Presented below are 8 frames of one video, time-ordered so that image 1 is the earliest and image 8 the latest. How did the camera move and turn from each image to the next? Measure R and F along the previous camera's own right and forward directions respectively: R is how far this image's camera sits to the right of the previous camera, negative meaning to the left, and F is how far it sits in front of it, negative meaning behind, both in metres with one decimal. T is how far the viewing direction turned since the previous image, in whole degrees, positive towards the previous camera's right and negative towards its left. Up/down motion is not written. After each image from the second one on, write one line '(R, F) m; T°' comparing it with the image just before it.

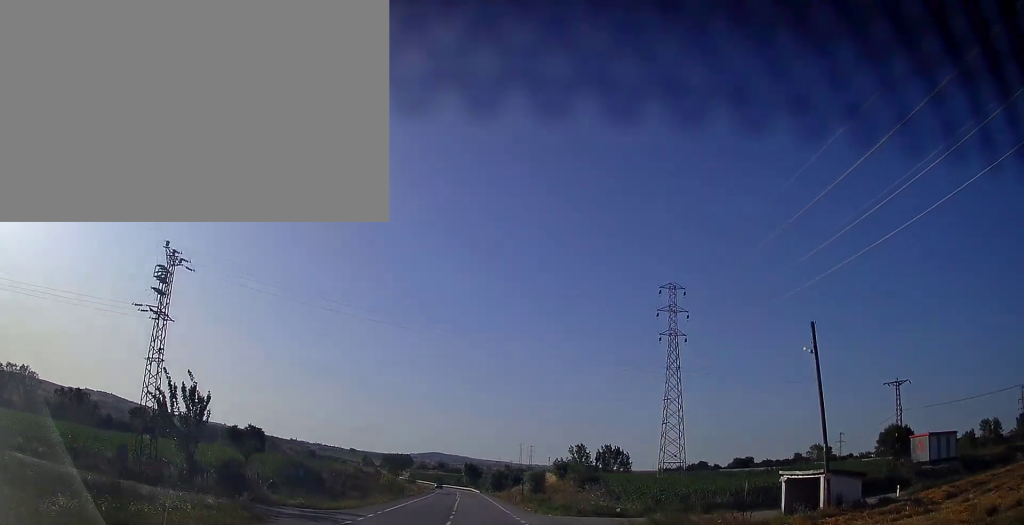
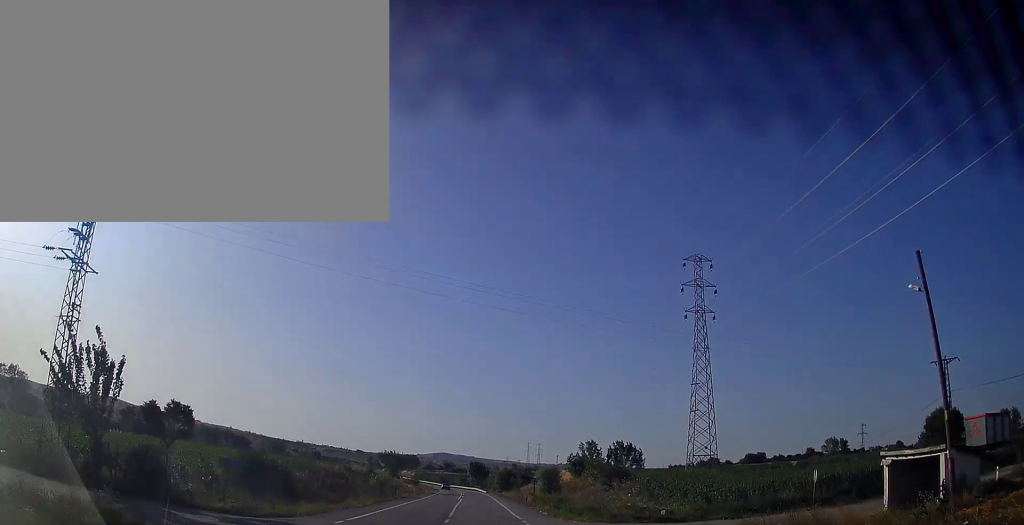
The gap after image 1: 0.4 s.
(0.0, +9.3) m; -1°
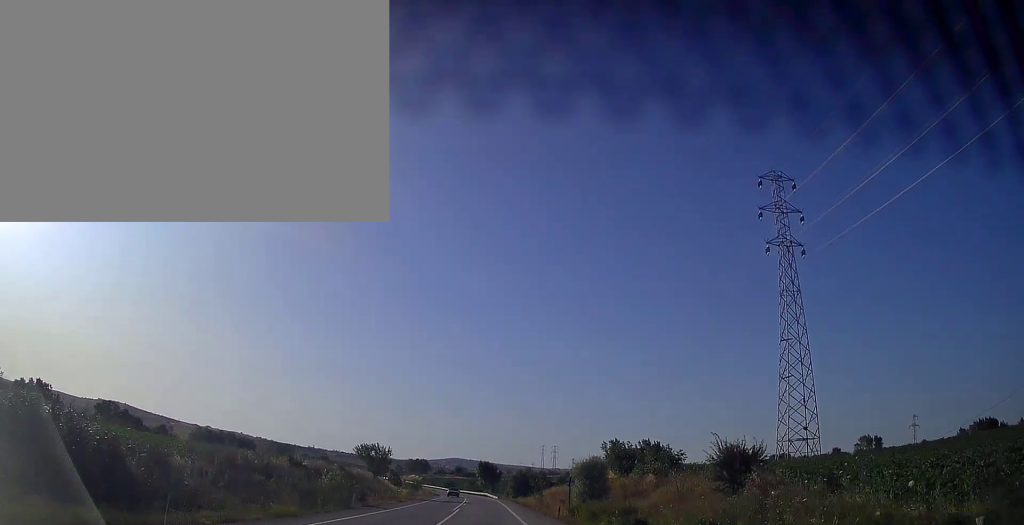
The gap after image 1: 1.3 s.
(-0.4, +19.2) m; -2°
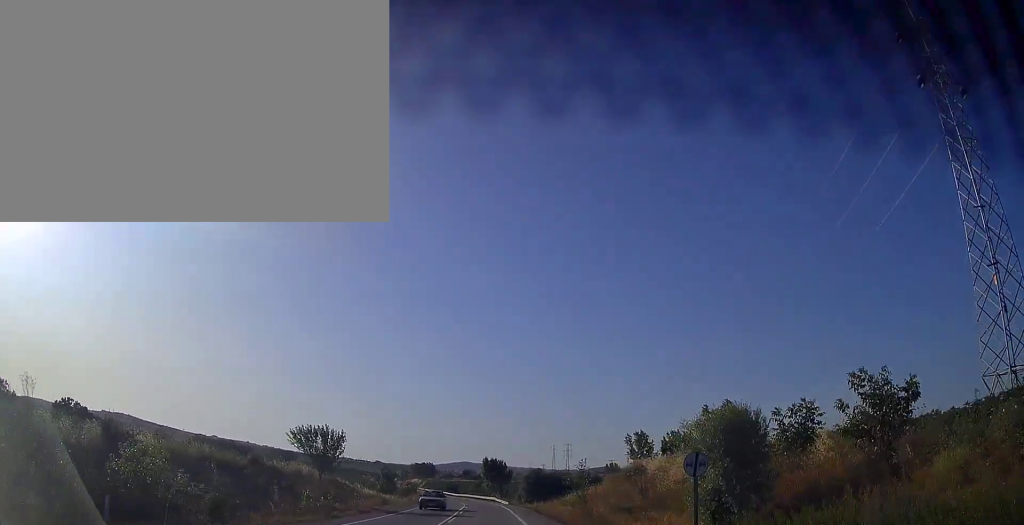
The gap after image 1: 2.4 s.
(-0.2, +22.1) m; -1°
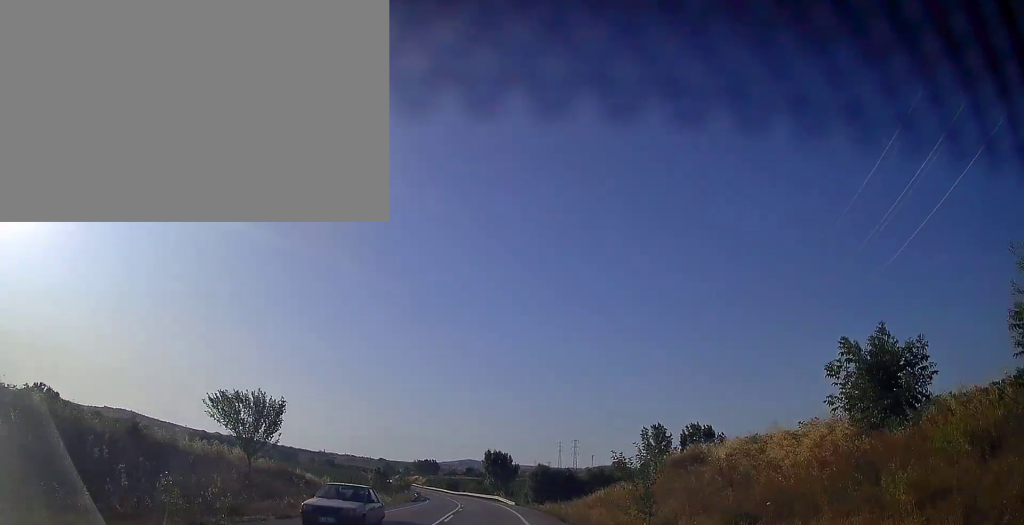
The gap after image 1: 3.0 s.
(0.0, +12.8) m; -1°
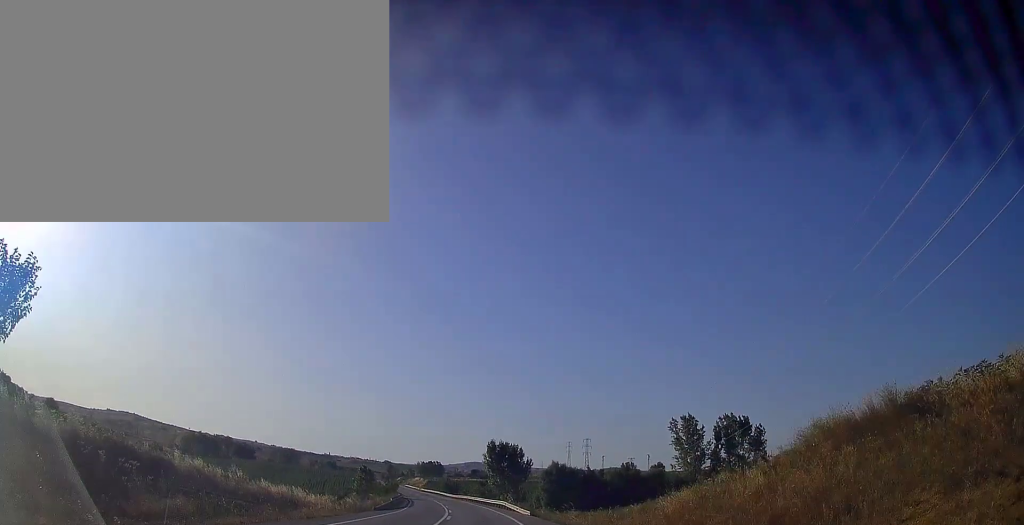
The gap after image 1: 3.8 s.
(-0.2, +18.6) m; -1°
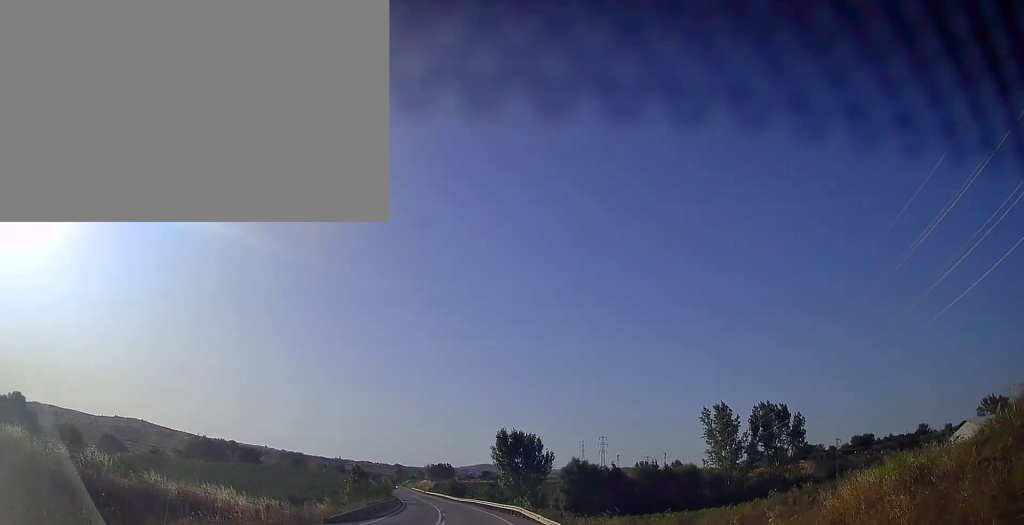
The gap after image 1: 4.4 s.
(-0.1, +13.0) m; -1°
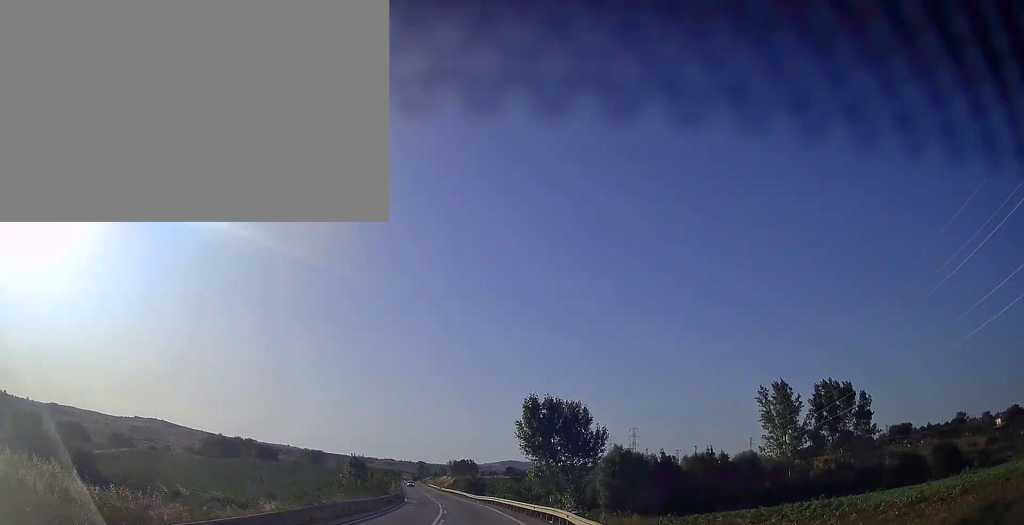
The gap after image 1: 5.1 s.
(+0.1, +15.3) m; -1°
